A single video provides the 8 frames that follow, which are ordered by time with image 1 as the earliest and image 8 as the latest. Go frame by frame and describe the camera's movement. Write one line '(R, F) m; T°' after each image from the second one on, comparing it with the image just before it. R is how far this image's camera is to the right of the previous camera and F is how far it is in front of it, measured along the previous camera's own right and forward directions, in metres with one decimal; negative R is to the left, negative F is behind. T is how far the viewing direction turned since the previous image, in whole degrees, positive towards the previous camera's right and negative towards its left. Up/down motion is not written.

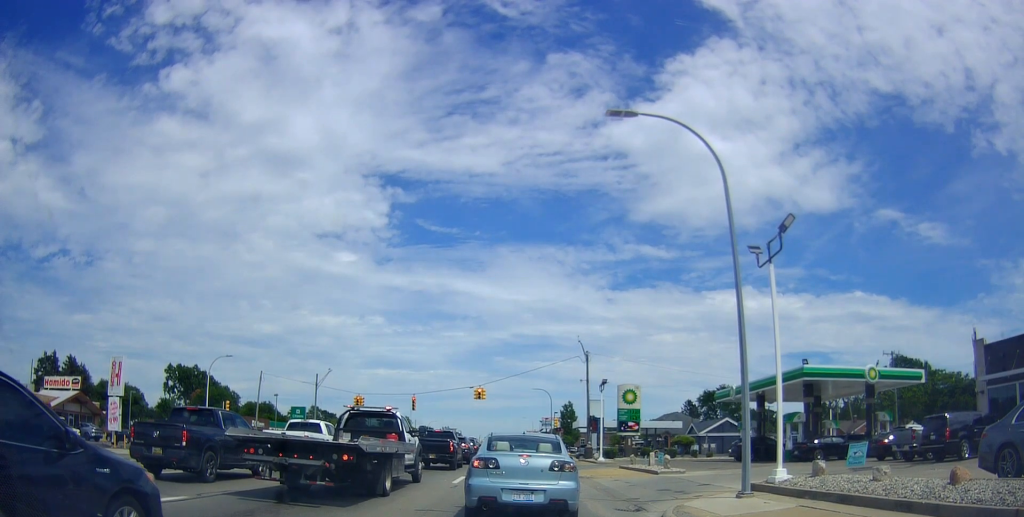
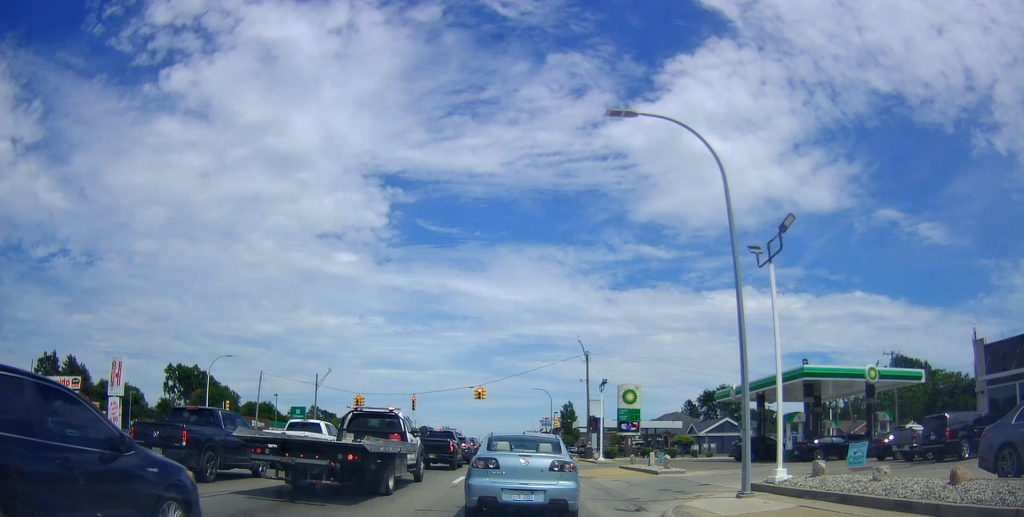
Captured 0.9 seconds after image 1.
(0.0, 0.0) m; 0°
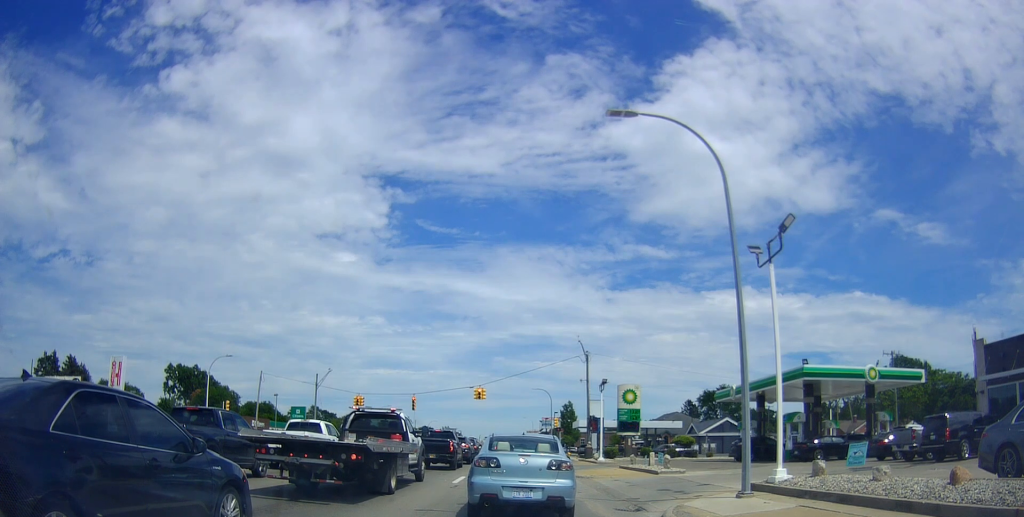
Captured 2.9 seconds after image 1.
(0.0, 0.0) m; 0°
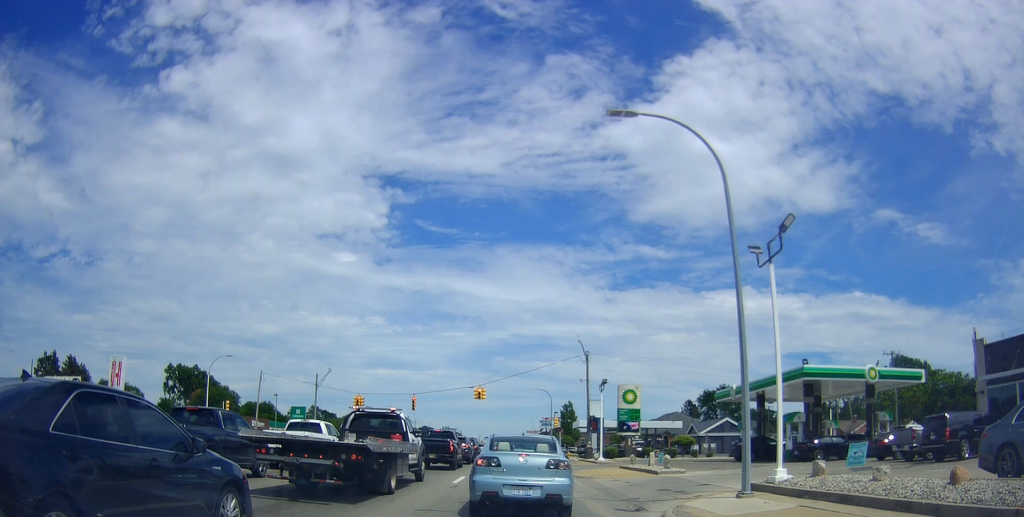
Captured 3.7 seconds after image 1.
(0.0, 0.0) m; 0°
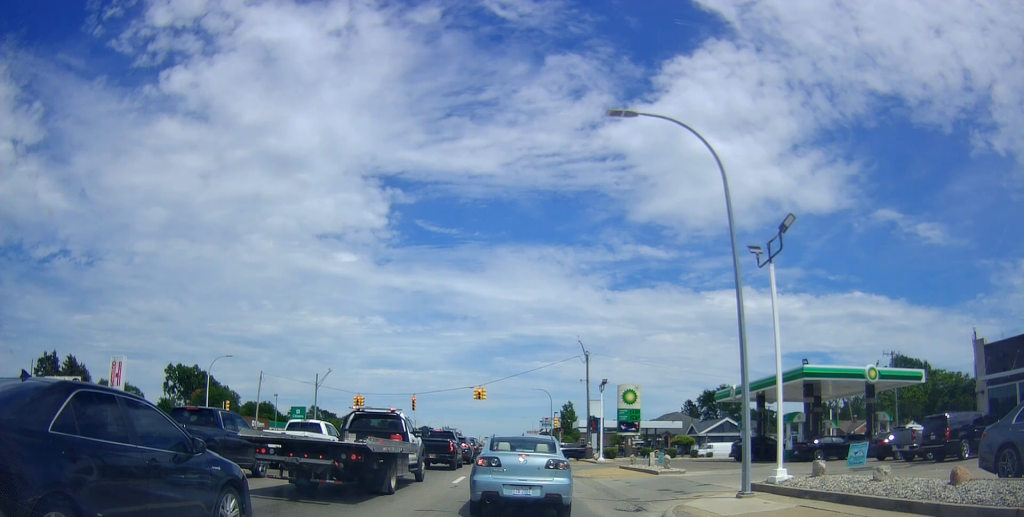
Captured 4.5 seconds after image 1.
(0.0, 0.0) m; 0°
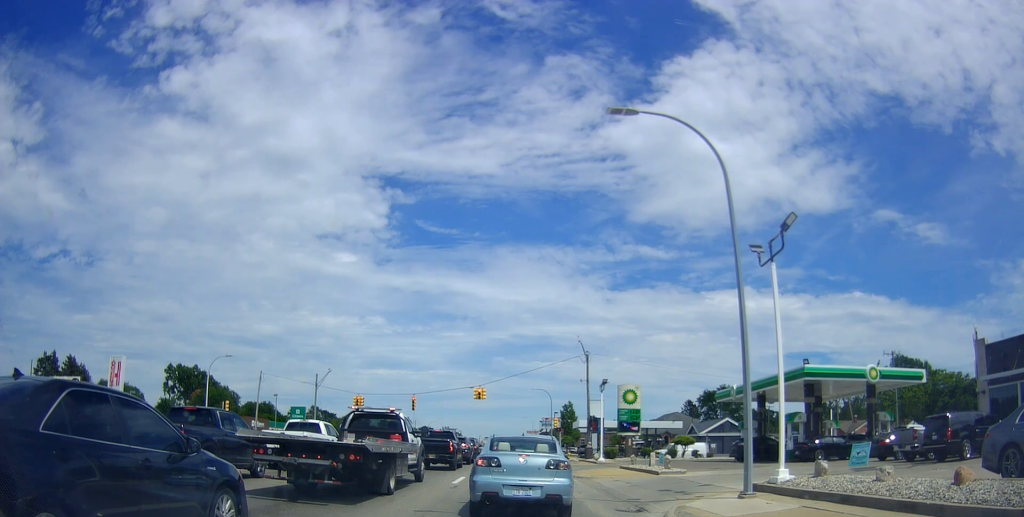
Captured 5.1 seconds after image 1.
(0.0, 0.0) m; 0°
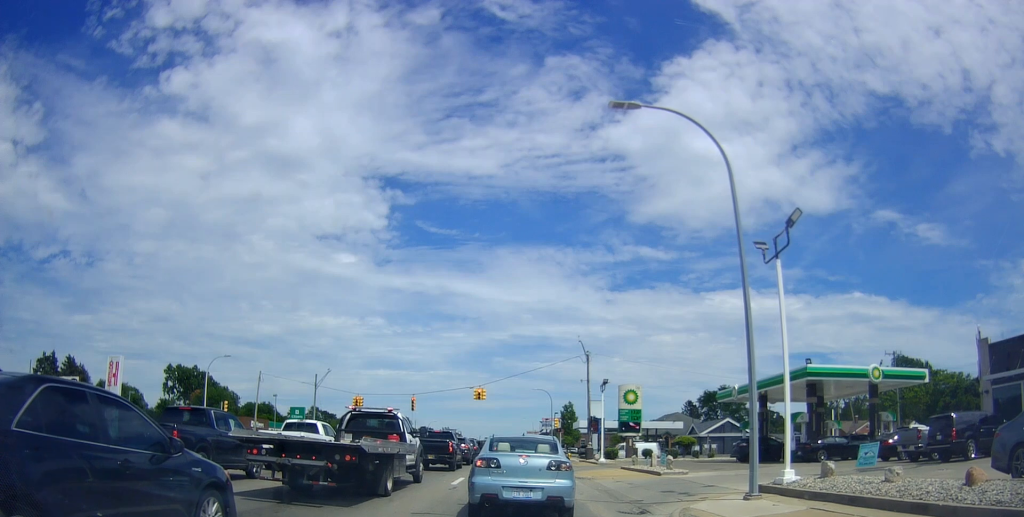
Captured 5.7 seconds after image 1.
(0.0, 0.0) m; 0°
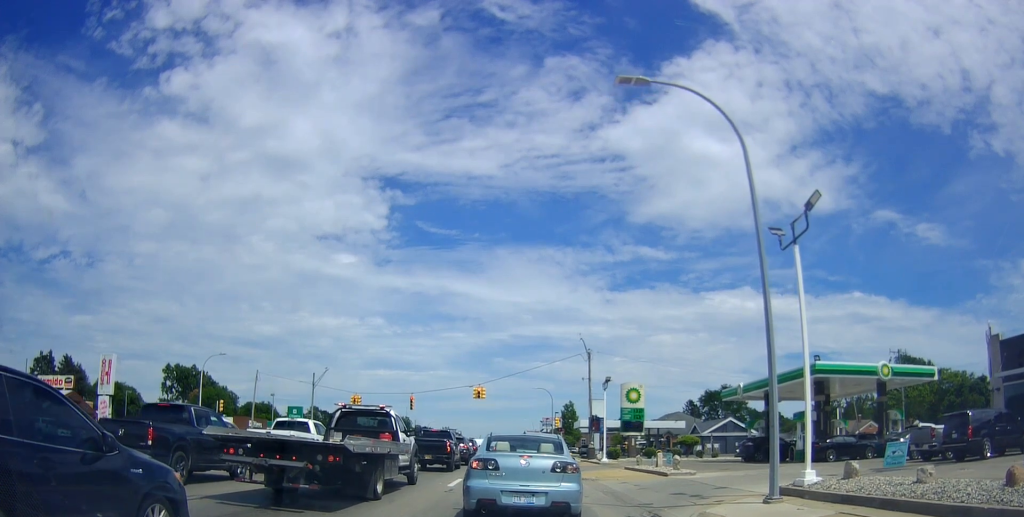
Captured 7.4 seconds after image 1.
(0.0, +0.4) m; 0°
